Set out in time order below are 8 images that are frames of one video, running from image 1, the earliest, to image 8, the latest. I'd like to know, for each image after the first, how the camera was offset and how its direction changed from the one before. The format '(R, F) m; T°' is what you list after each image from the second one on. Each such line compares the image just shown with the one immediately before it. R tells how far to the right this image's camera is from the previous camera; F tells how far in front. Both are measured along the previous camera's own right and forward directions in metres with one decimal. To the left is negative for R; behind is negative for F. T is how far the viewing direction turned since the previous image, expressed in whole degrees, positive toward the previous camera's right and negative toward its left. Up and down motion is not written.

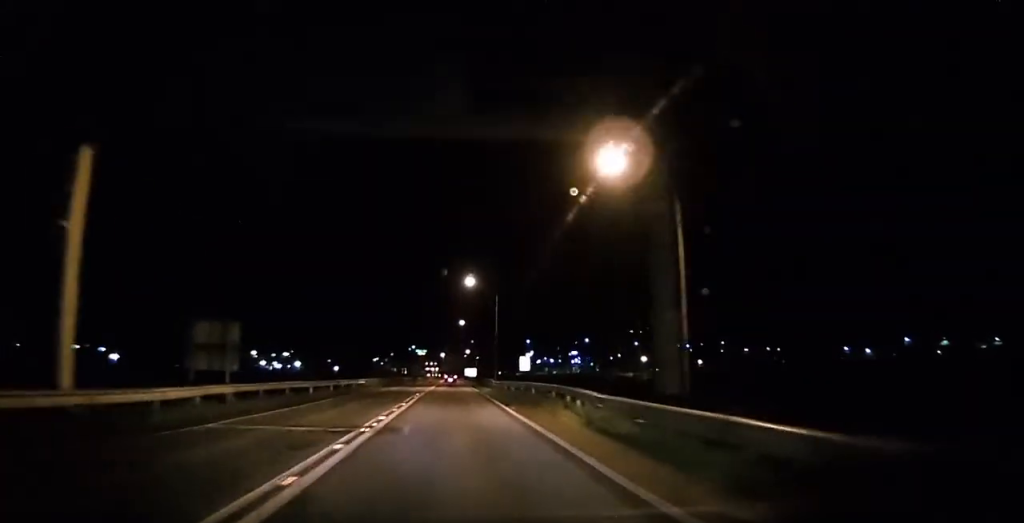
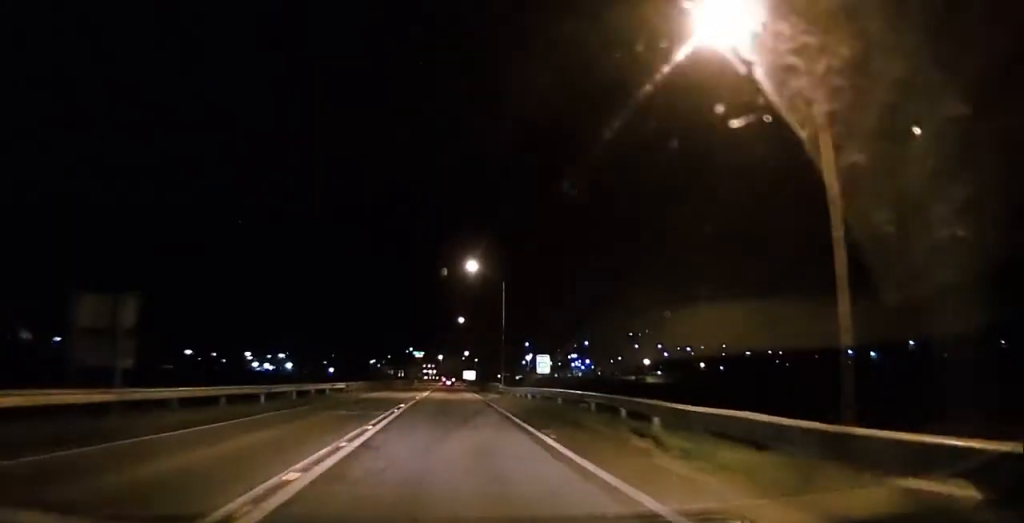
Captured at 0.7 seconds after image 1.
(0.0, +9.1) m; 0°
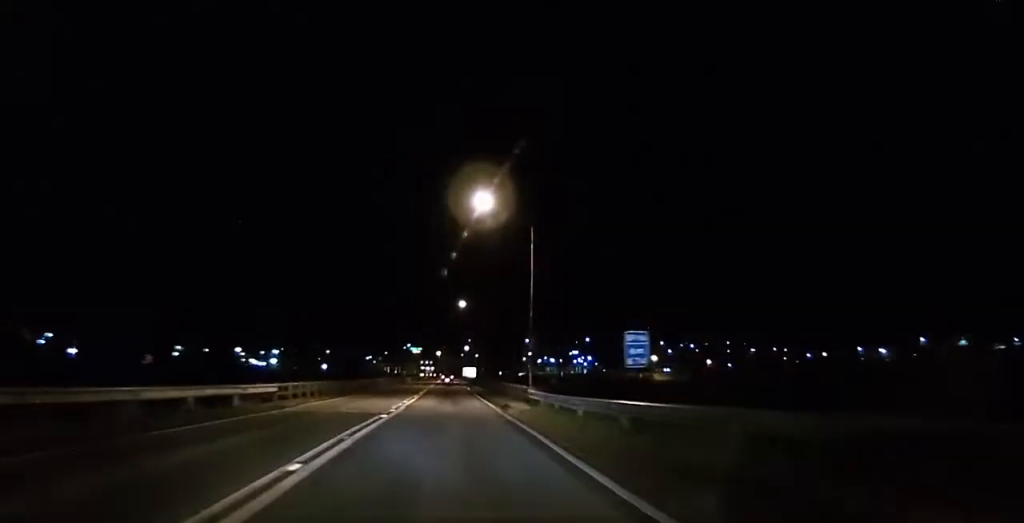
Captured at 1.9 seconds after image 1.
(0.0, +16.5) m; 0°
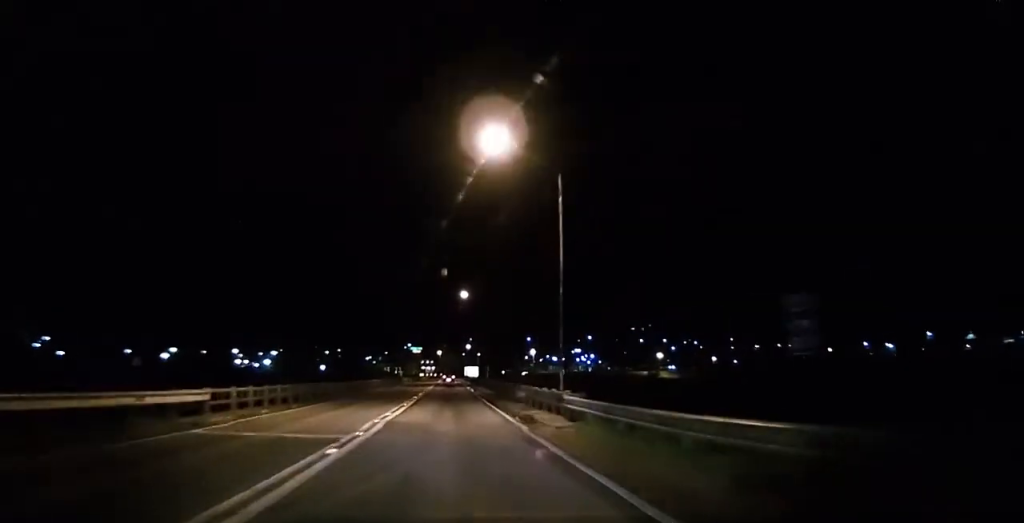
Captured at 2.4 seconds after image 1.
(0.0, +7.9) m; 0°
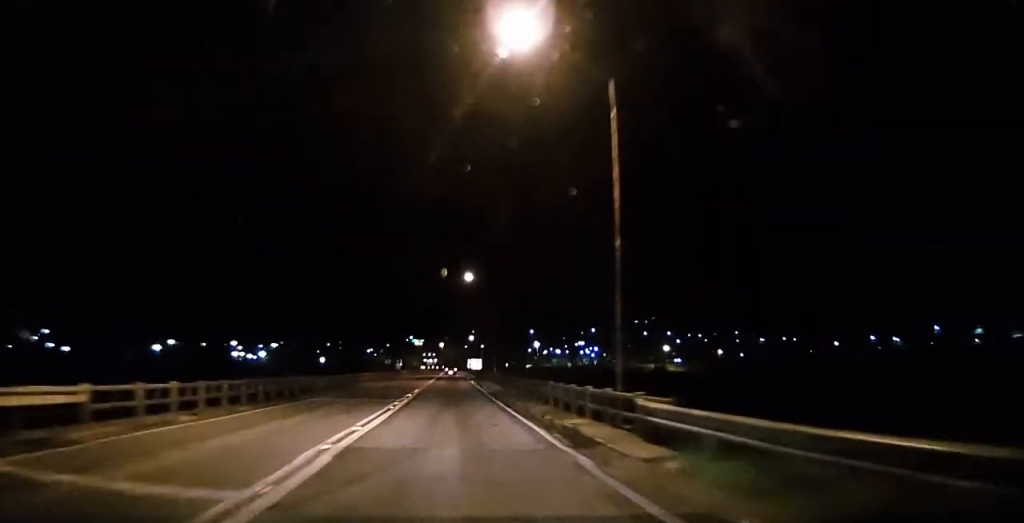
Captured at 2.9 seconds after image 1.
(0.0, +7.0) m; 0°
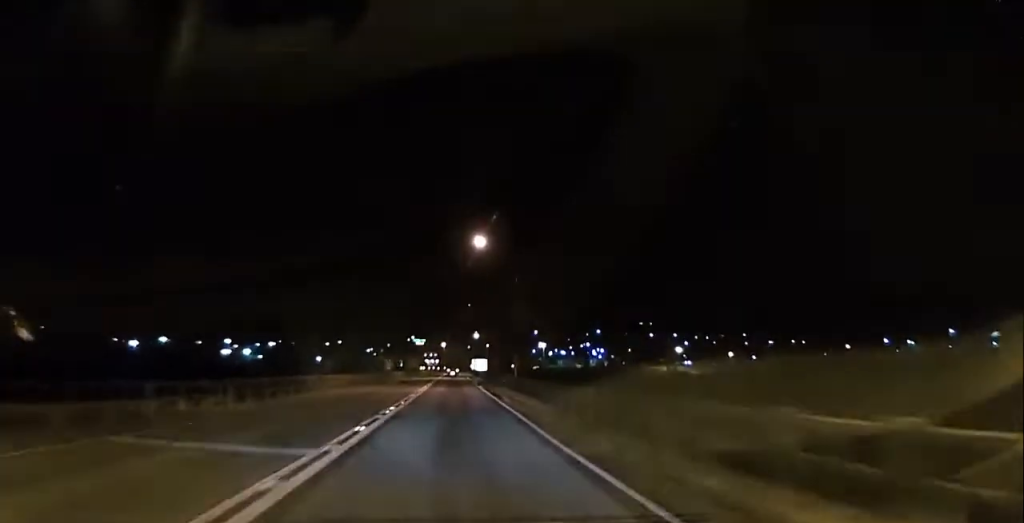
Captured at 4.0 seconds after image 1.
(-0.2, +15.5) m; -1°
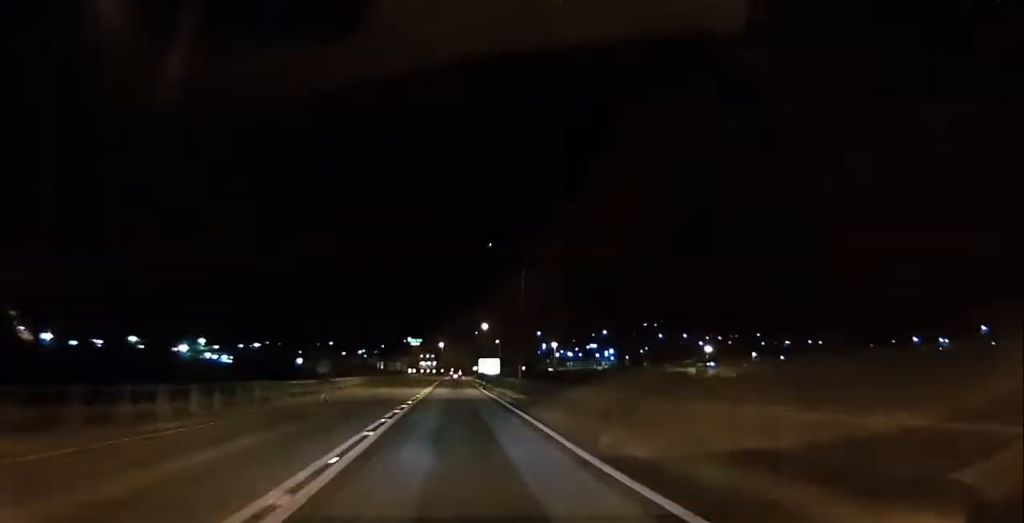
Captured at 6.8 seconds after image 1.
(+0.7, +39.3) m; +2°
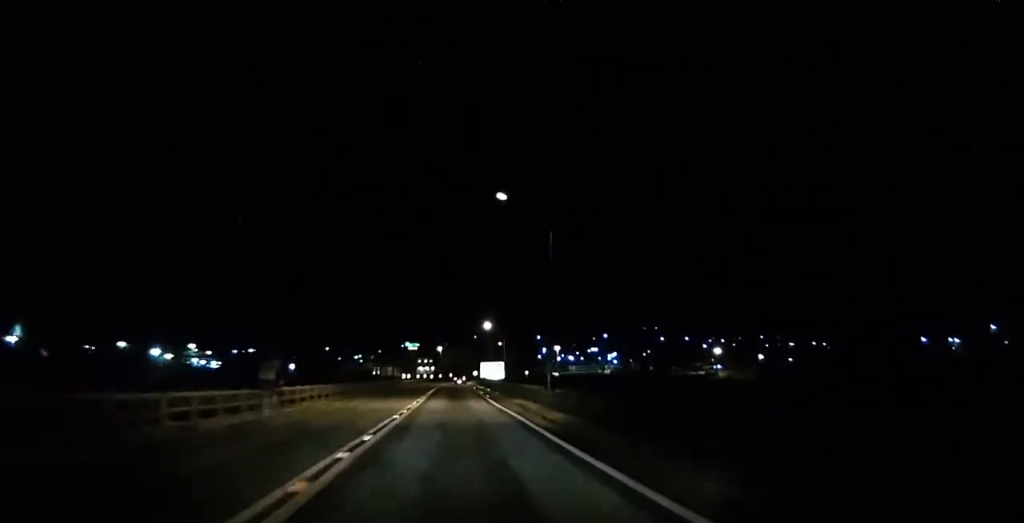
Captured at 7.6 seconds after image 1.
(0.0, +11.7) m; 0°
